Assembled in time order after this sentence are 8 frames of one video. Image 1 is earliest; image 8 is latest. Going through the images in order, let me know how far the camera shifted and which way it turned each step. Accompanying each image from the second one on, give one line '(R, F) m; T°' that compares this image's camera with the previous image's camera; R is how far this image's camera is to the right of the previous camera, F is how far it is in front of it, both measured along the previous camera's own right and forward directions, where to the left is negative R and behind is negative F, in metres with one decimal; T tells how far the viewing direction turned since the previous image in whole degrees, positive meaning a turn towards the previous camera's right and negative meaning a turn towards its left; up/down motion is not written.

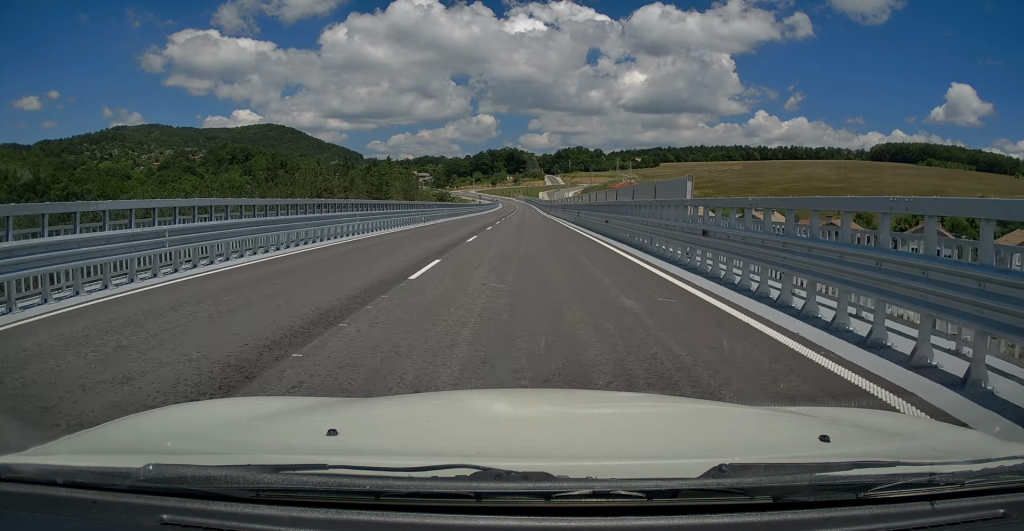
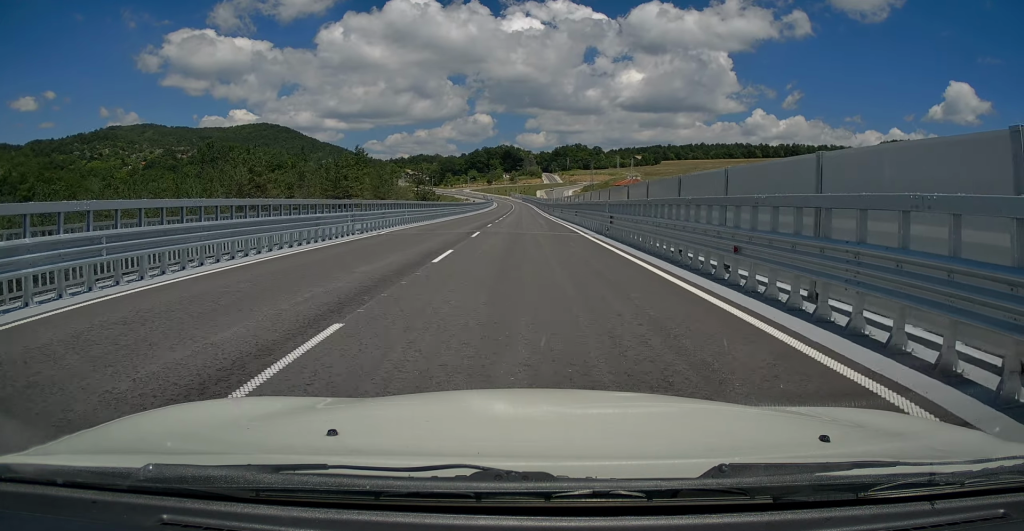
(0.0, +15.3) m; 0°
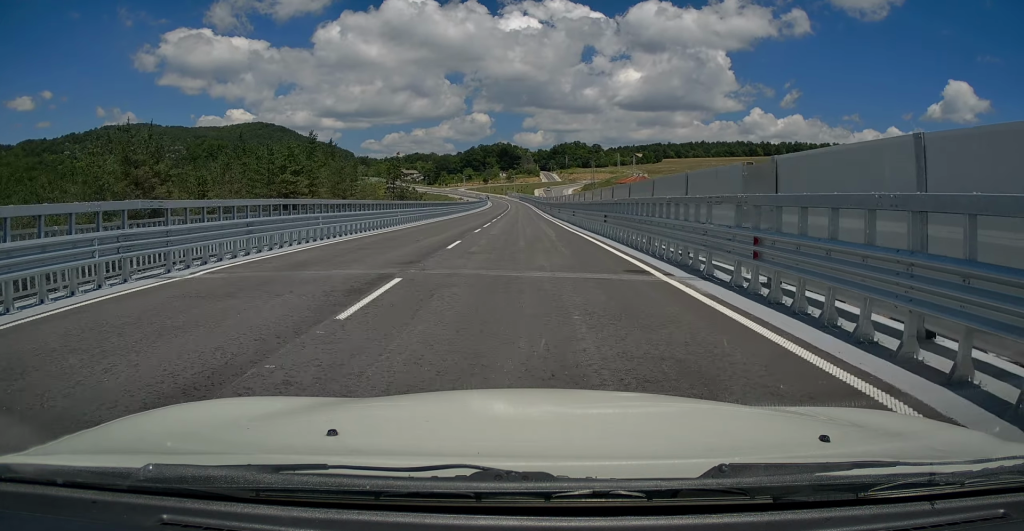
(0.0, +14.6) m; 0°
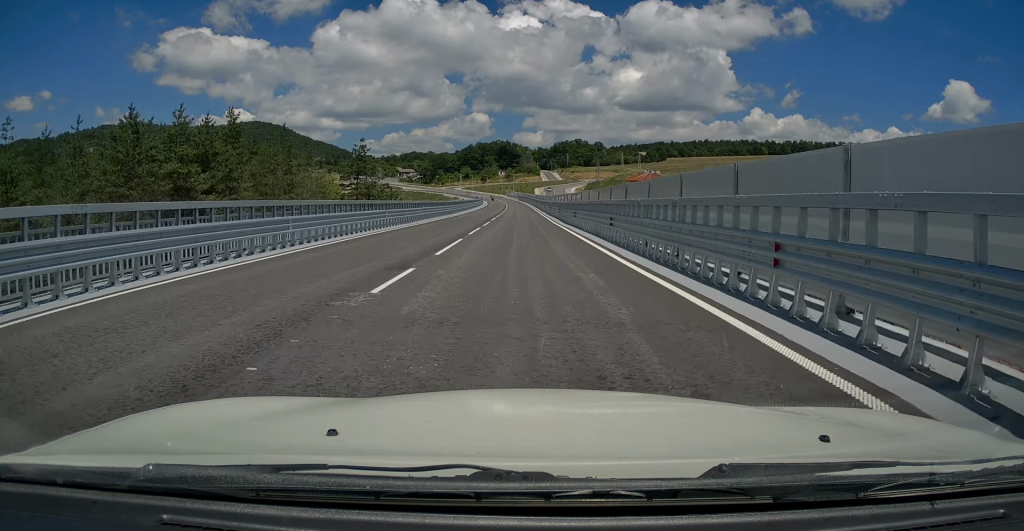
(0.0, +16.0) m; 0°
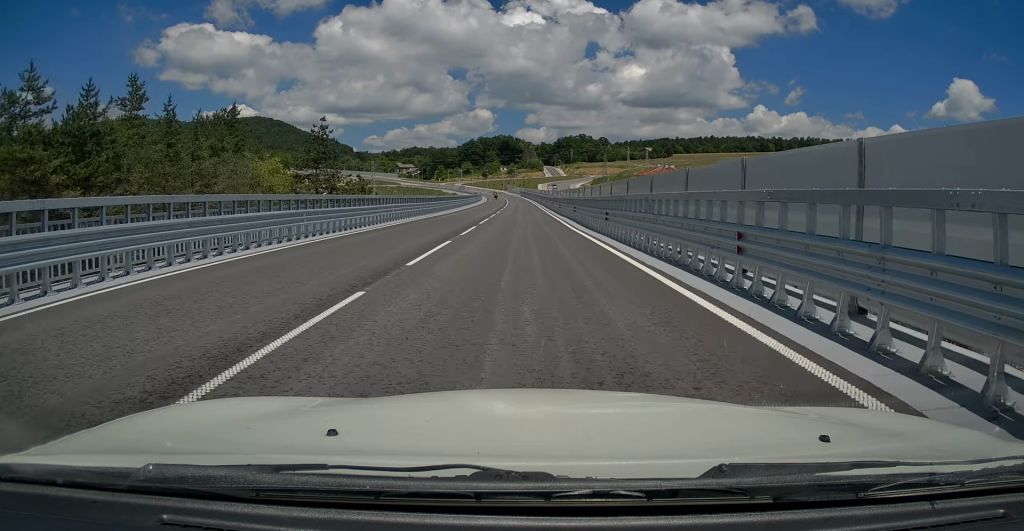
(0.0, +12.3) m; 0°
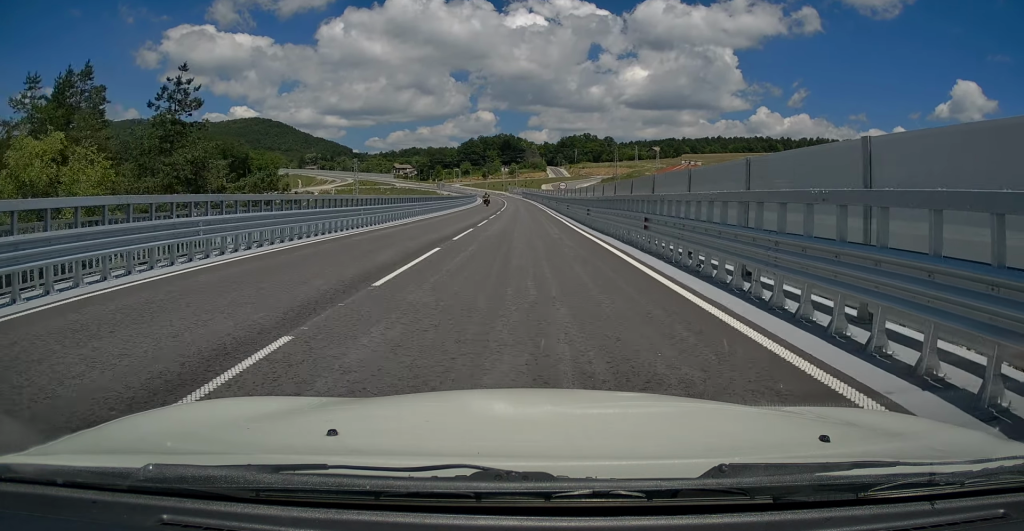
(-0.1, +20.2) m; 0°
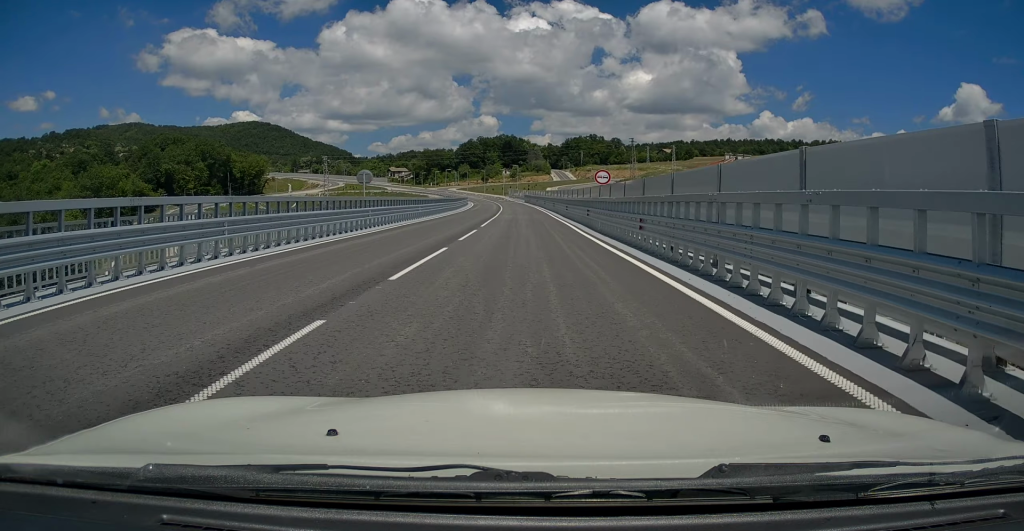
(+0.1, +25.9) m; 0°
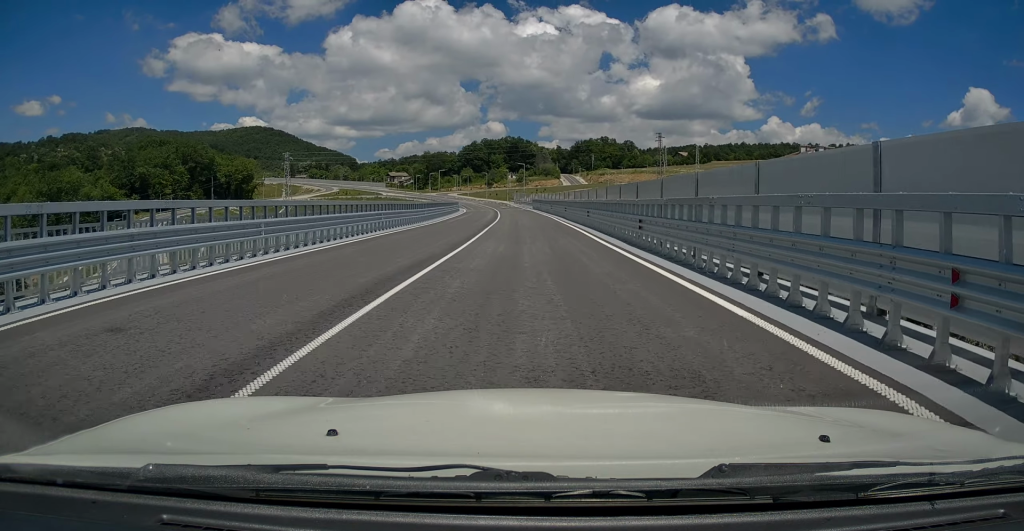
(-0.1, +25.4) m; -1°
